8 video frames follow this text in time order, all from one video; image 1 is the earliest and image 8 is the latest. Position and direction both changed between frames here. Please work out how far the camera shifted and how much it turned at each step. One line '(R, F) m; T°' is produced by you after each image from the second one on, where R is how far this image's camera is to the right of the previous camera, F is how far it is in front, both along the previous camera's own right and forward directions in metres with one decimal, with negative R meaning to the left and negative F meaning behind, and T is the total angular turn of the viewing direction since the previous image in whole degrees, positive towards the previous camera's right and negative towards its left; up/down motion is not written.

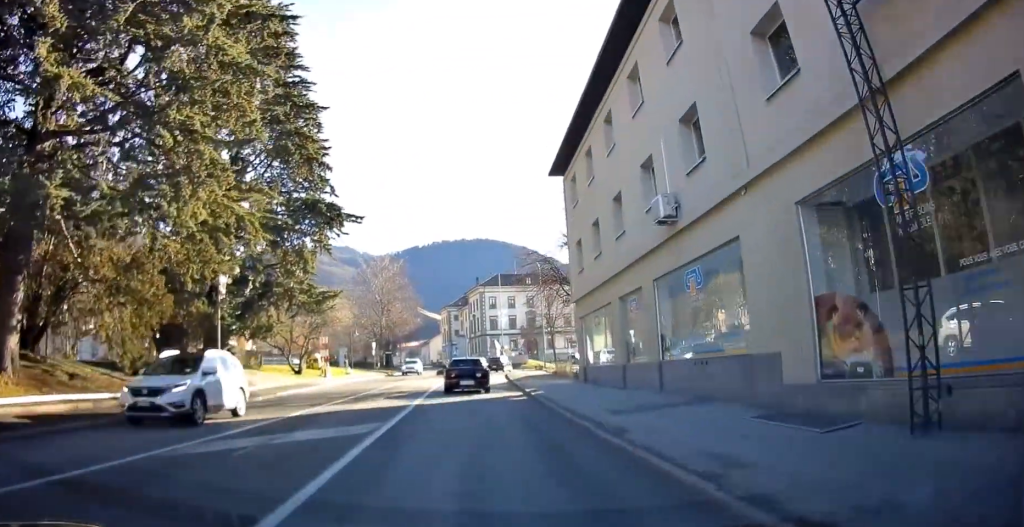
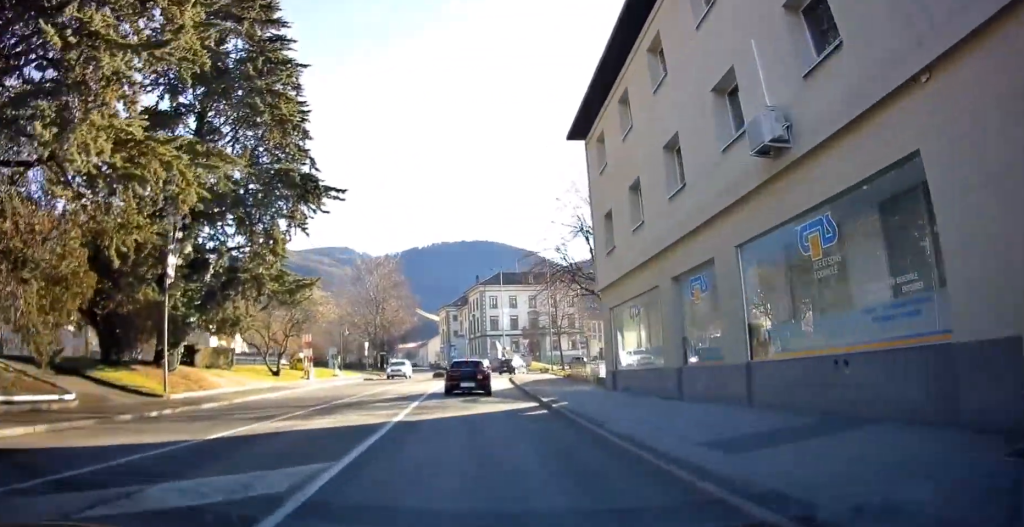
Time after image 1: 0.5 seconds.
(-0.2, +5.1) m; +2°
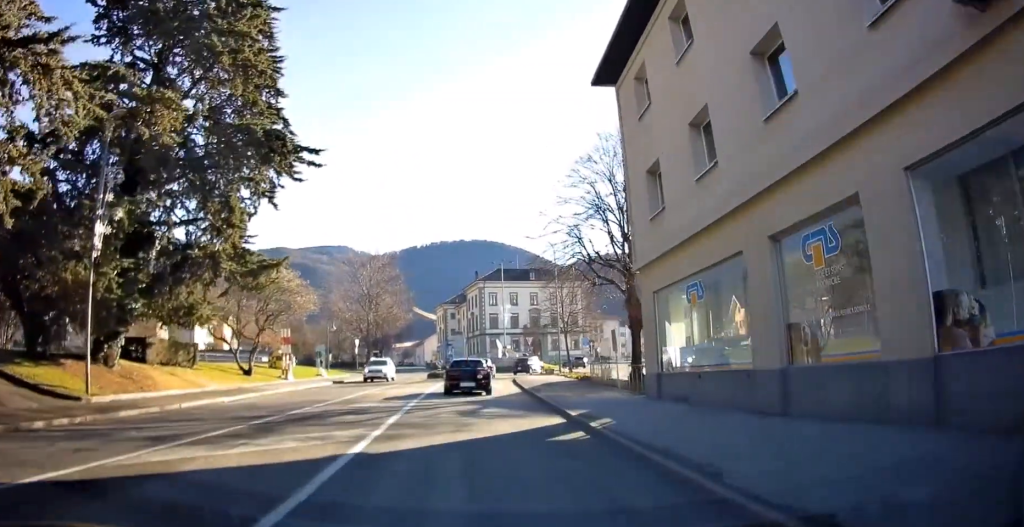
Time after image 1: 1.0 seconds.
(+0.3, +4.9) m; +1°
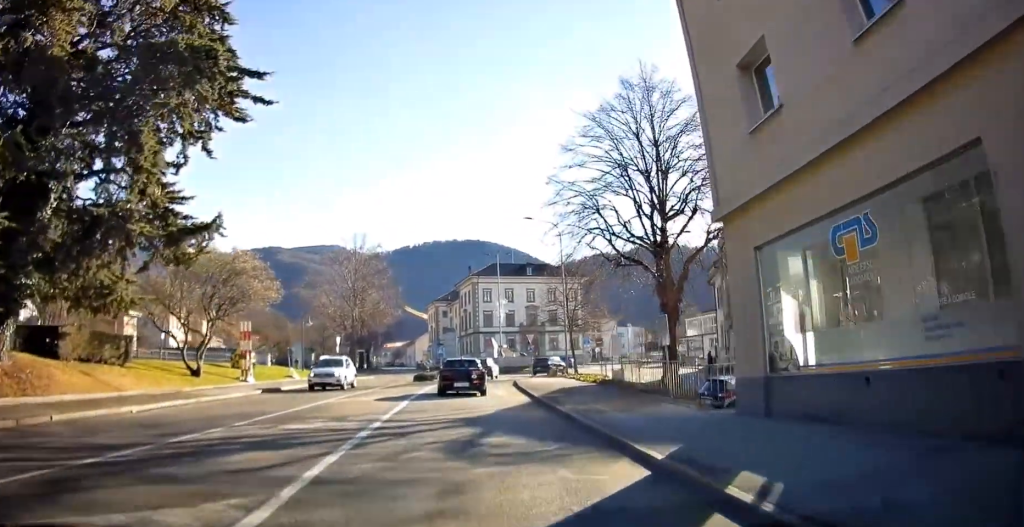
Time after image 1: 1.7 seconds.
(+0.2, +6.5) m; +1°
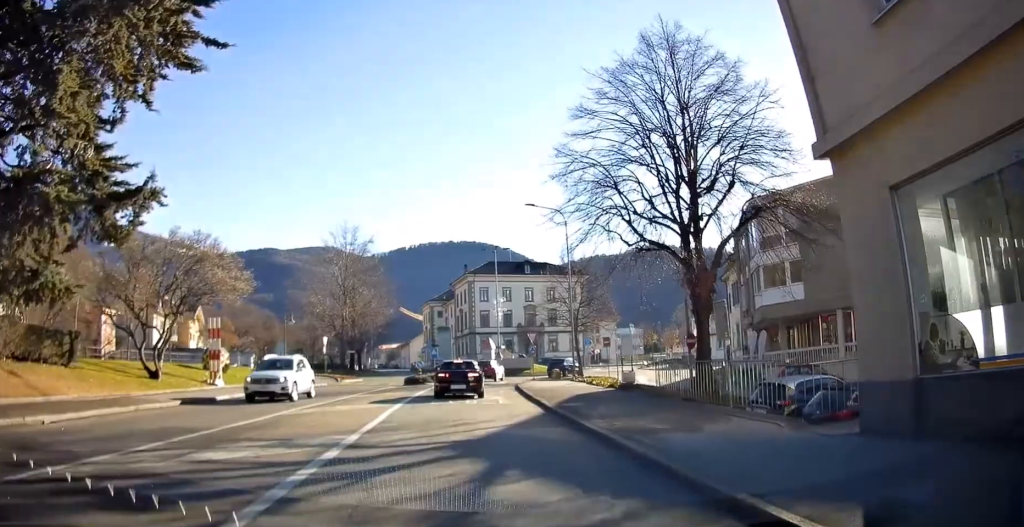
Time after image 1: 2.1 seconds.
(-0.1, +3.7) m; -1°
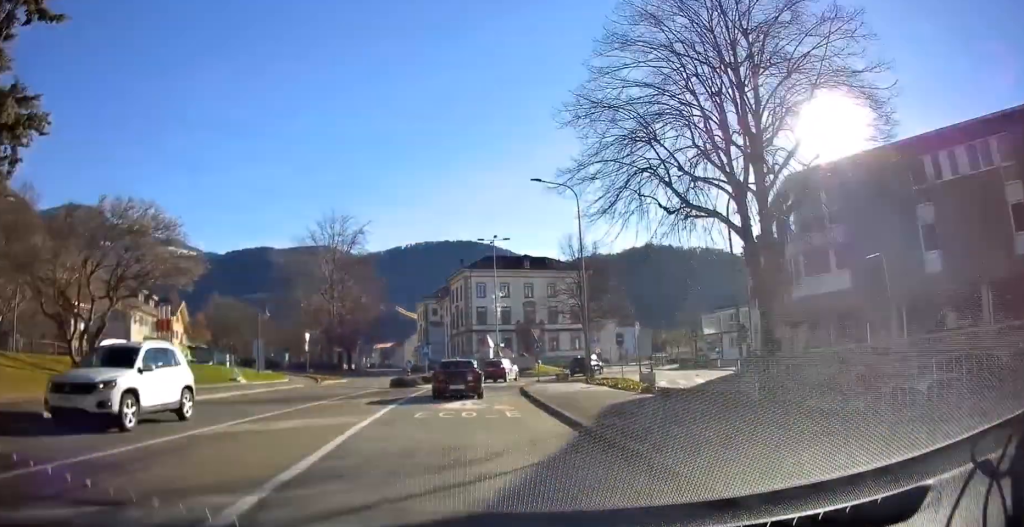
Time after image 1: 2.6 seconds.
(-0.1, +5.2) m; -1°
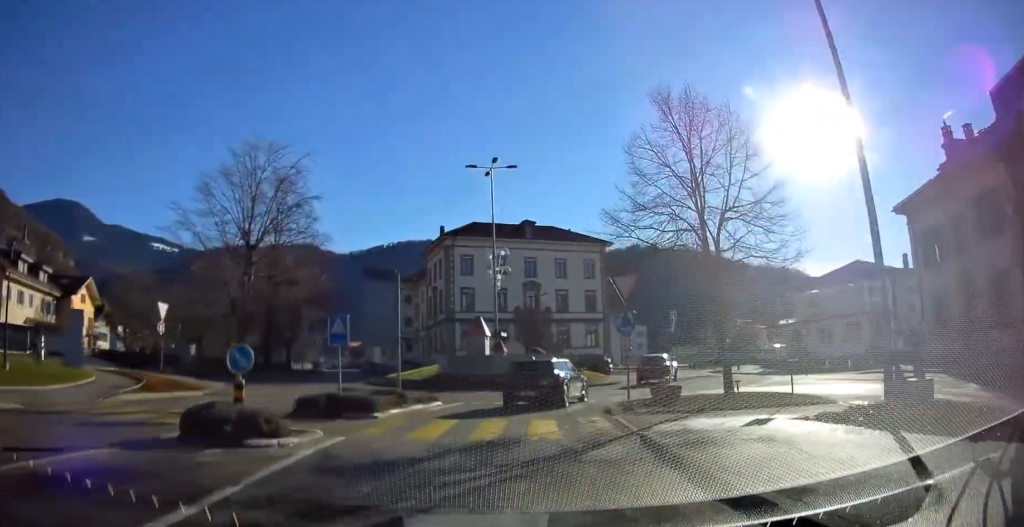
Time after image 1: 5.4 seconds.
(+0.8, +23.3) m; +4°
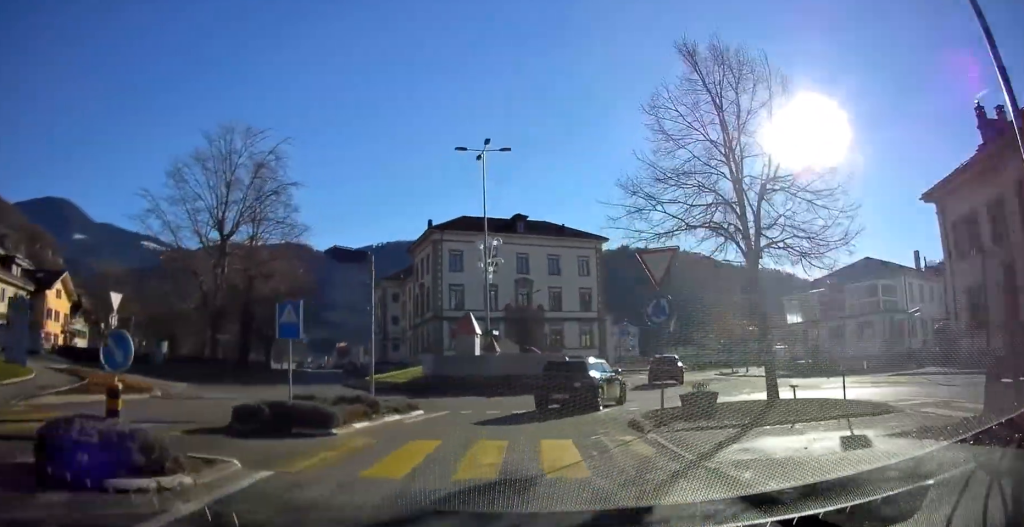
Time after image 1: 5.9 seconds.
(0.0, +3.6) m; +2°
